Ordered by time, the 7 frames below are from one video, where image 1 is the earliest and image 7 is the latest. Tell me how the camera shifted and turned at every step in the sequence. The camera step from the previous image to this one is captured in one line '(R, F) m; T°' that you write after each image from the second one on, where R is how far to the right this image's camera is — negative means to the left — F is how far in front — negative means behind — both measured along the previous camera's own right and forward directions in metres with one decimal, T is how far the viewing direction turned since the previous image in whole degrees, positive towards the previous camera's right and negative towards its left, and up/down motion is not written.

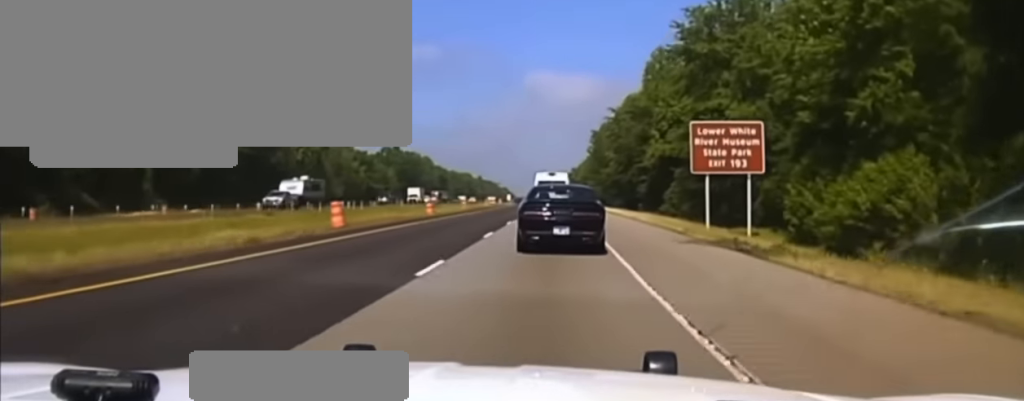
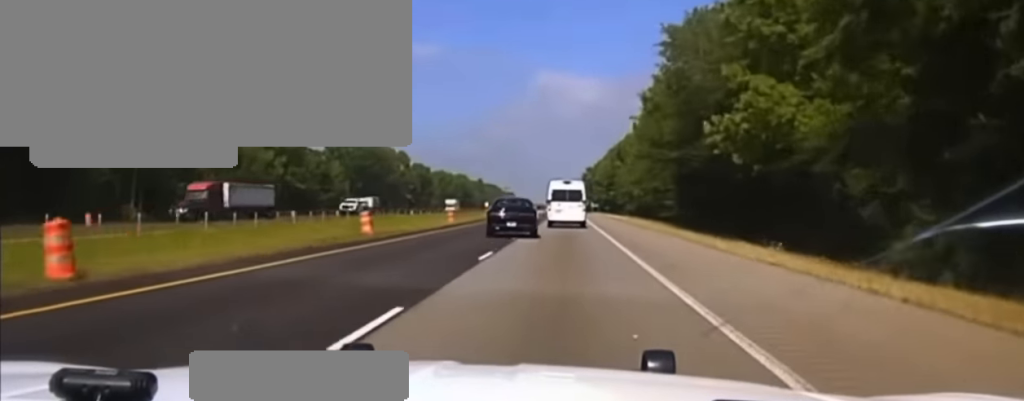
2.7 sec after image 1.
(0.0, +93.7) m; 0°
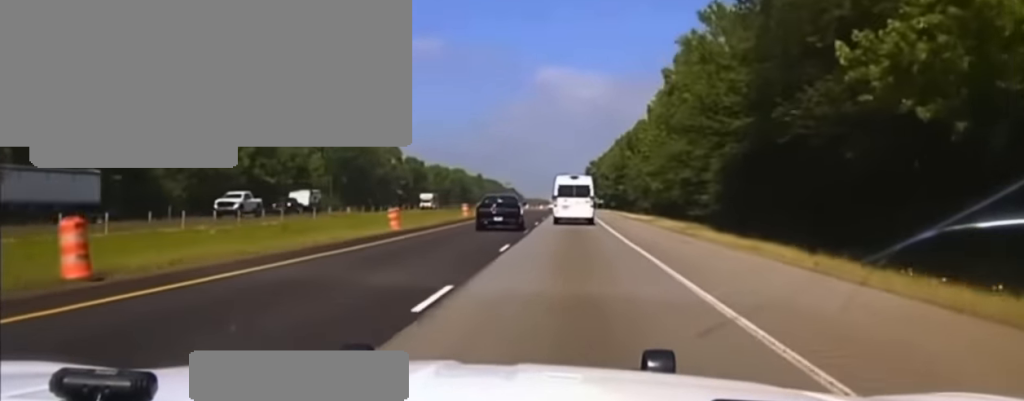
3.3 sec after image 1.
(0.0, +22.6) m; 0°
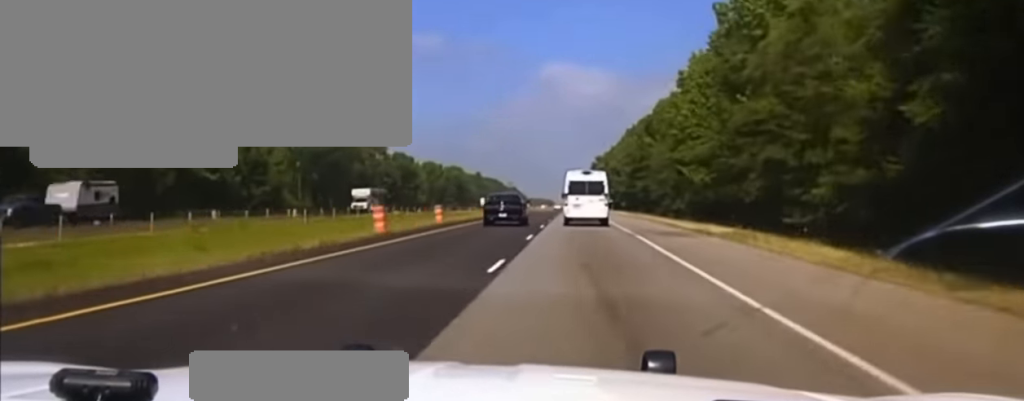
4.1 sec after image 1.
(0.0, +32.6) m; 0°
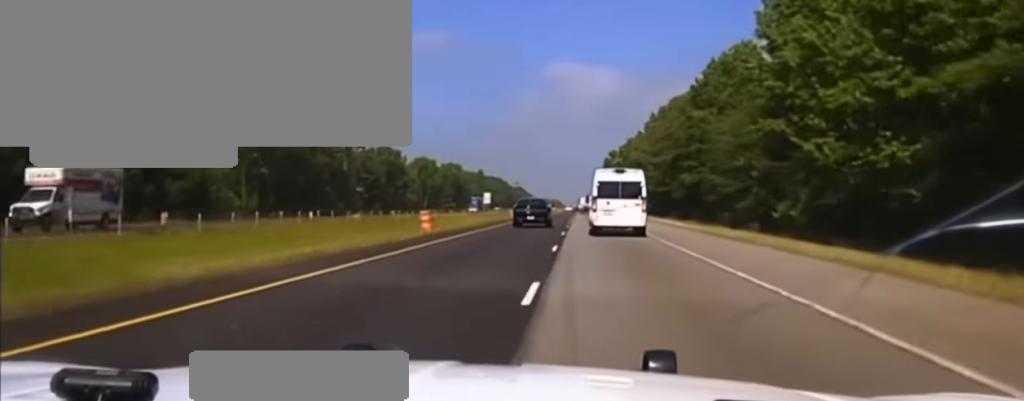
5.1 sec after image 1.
(-0.1, +42.4) m; -1°
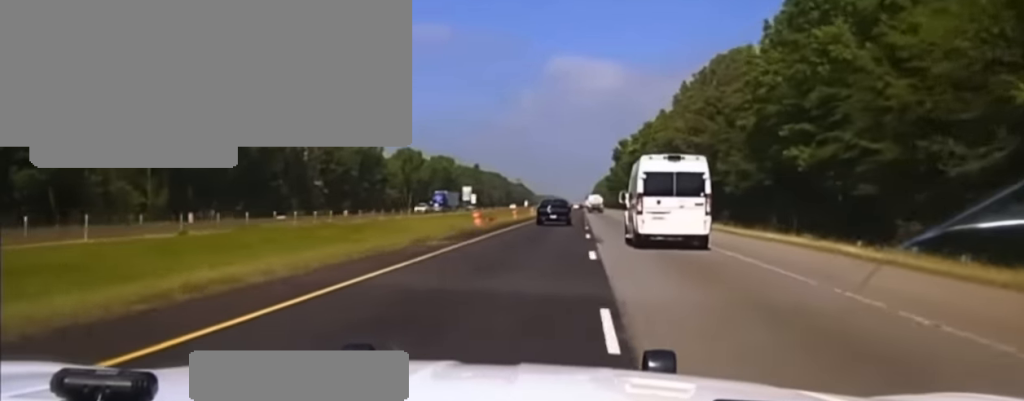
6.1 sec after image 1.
(-0.4, +42.9) m; 0°
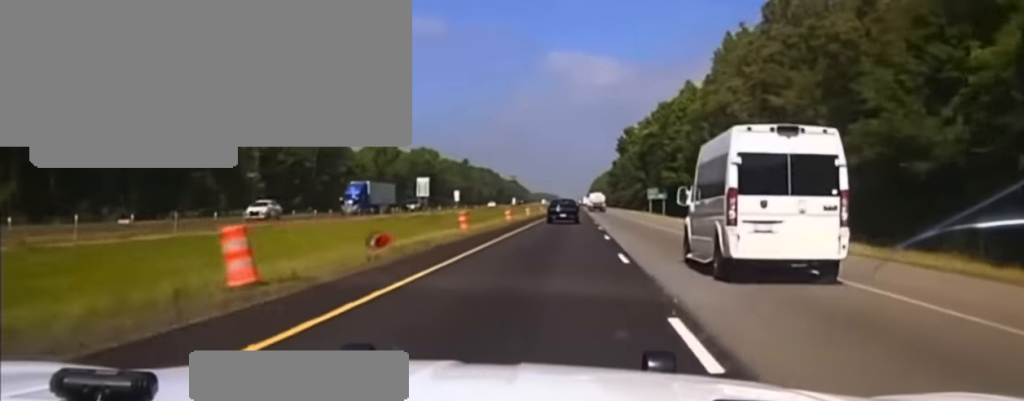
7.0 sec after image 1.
(+0.4, +37.0) m; +1°
